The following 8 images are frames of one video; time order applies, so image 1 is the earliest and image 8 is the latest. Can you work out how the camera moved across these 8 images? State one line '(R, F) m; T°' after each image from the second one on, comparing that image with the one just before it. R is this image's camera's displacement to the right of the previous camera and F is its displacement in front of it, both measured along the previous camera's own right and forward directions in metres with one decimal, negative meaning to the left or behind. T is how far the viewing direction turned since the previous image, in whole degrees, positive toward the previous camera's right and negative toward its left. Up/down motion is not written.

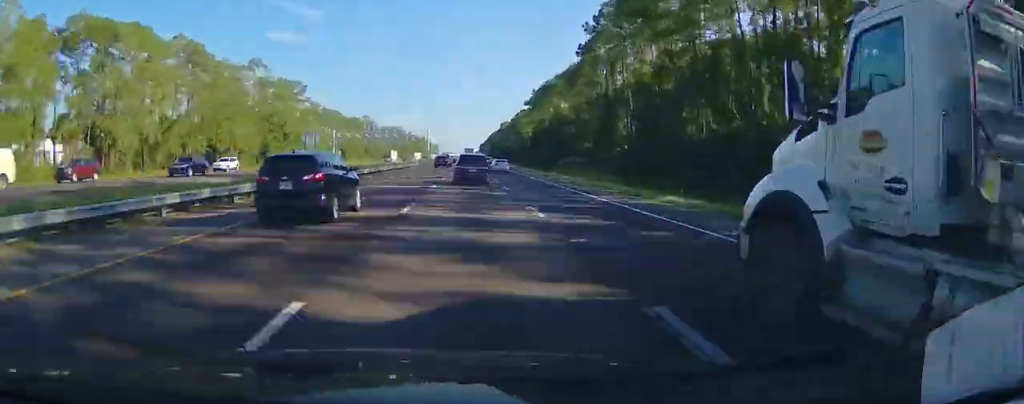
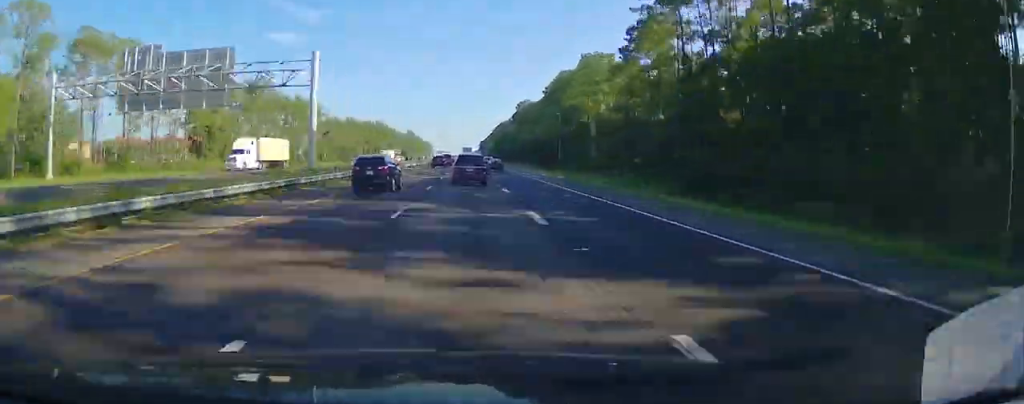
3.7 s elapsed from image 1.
(-0.1, +123.9) m; 0°
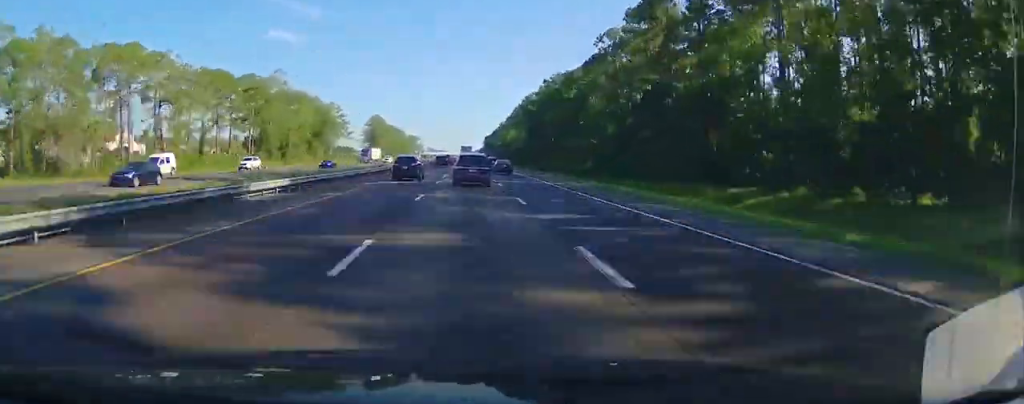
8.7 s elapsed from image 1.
(+0.6, +163.7) m; 0°
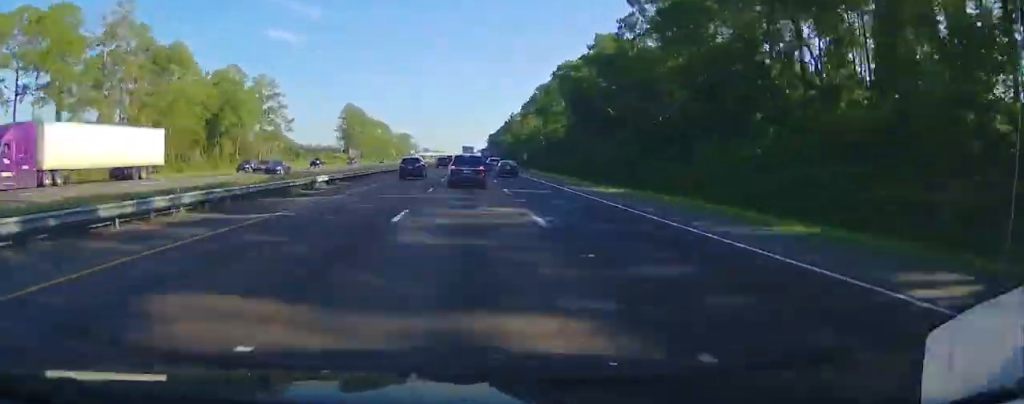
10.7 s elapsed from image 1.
(+0.1, +65.7) m; 0°
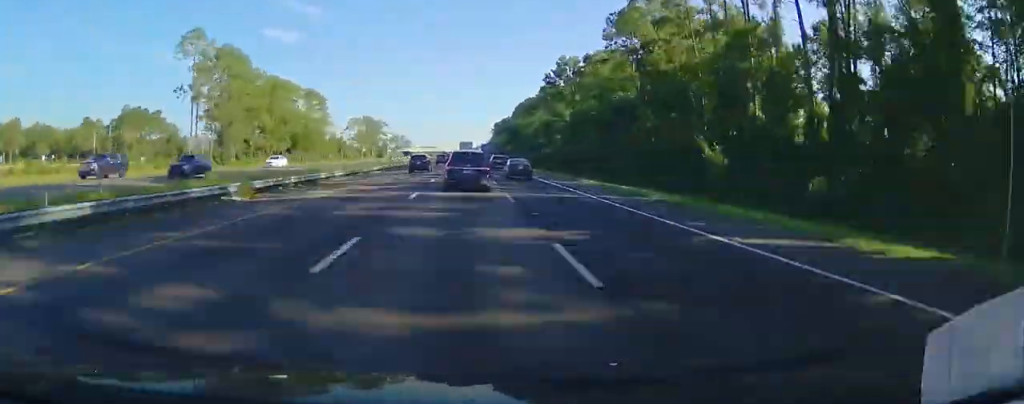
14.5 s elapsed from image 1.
(-0.2, +125.7) m; 0°
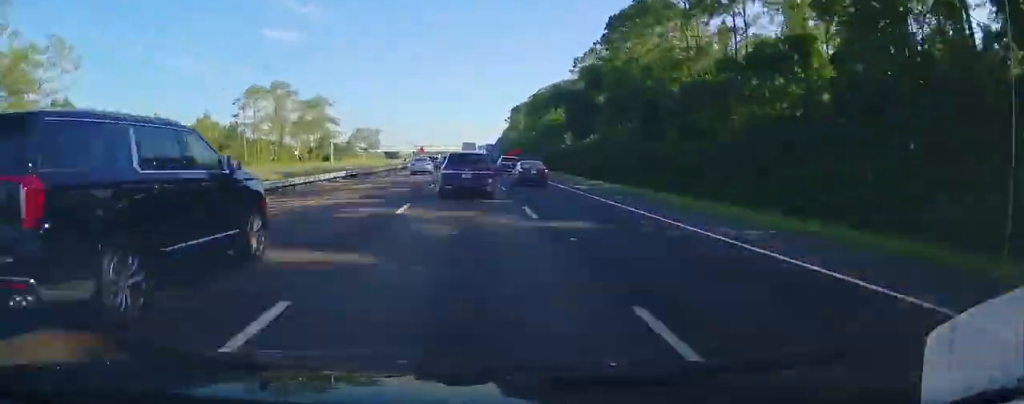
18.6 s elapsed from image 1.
(-0.9, +127.4) m; 0°
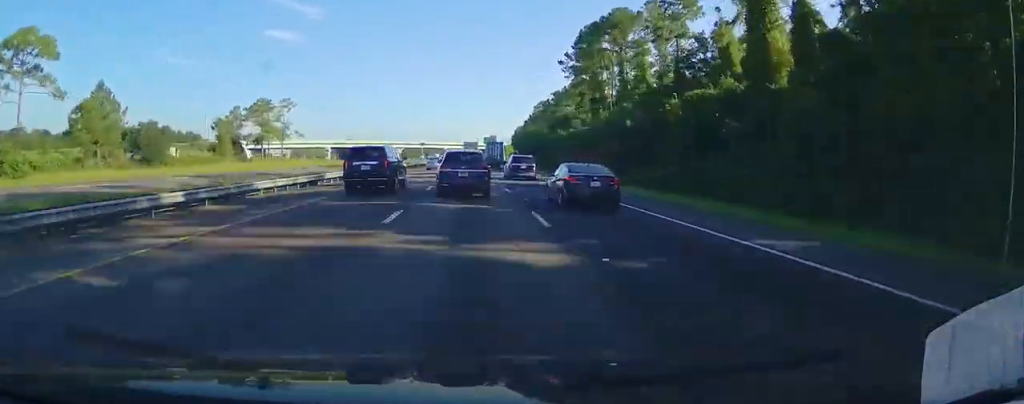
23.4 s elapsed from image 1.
(+0.6, +150.6) m; 0°
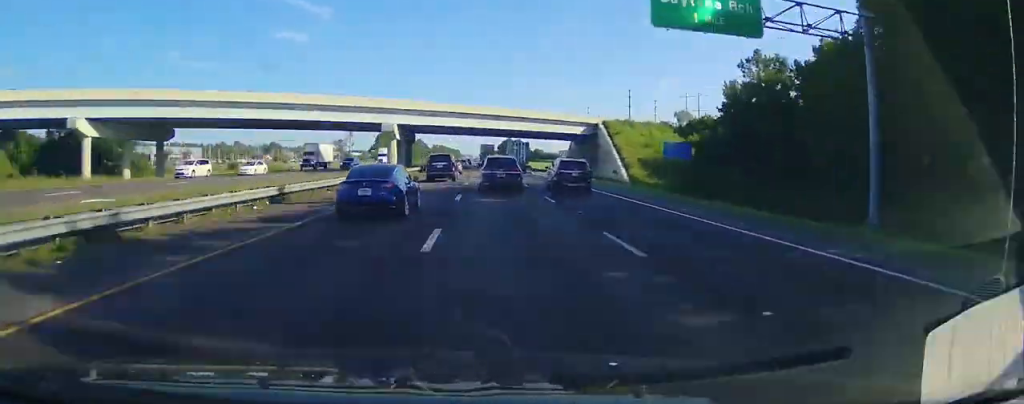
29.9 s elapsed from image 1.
(-2.7, +205.6) m; -1°
